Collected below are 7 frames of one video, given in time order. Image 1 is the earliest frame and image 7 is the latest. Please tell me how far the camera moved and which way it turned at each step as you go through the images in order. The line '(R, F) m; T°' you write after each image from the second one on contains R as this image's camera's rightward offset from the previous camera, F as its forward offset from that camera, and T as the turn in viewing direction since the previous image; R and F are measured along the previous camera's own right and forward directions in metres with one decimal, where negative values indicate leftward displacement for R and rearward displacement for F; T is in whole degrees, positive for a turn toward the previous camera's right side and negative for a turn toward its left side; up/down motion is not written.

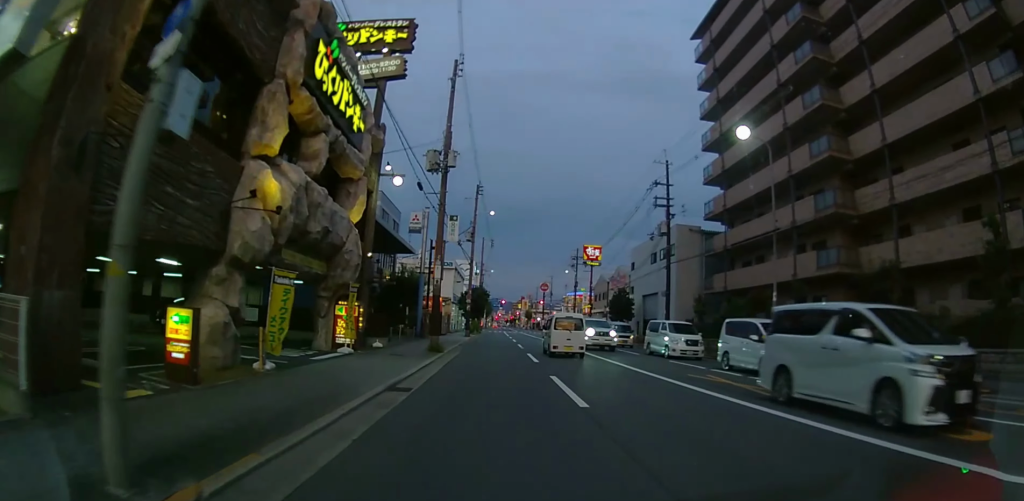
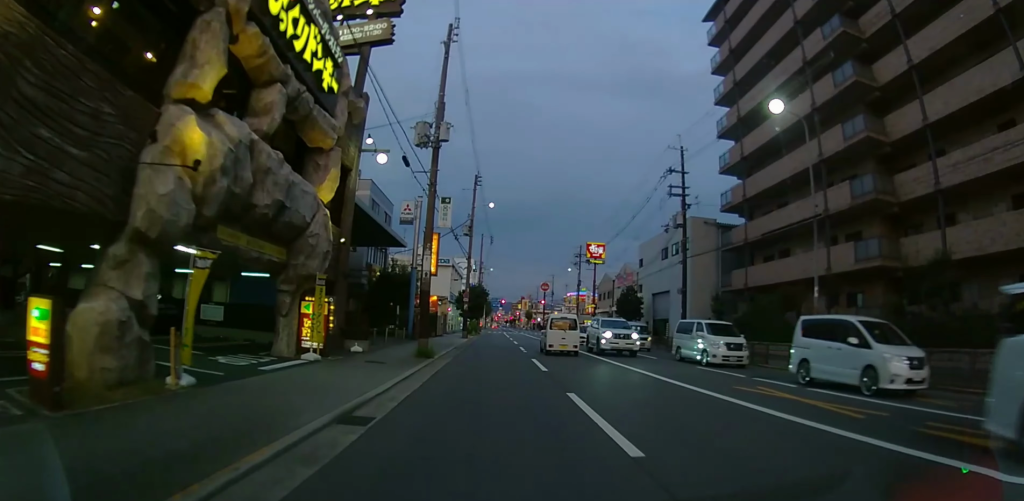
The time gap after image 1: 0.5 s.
(+0.1, +3.5) m; +1°
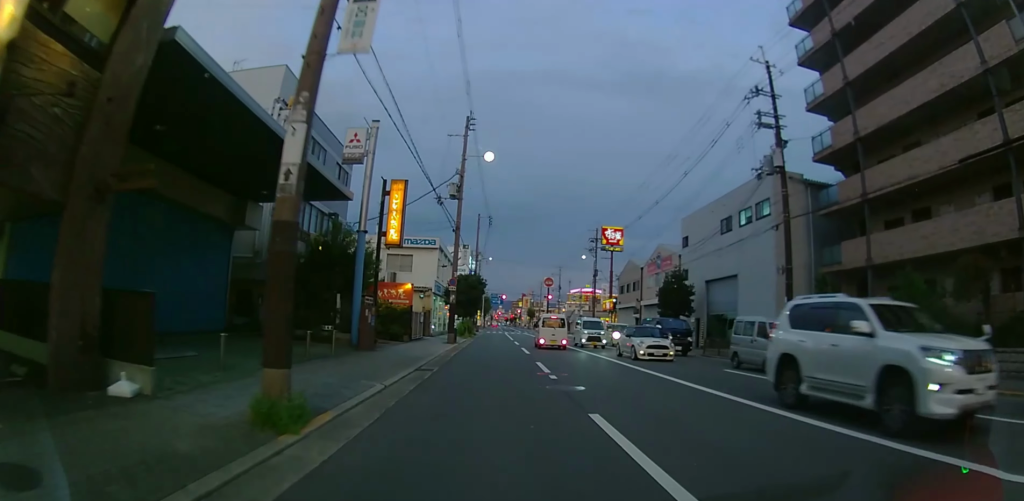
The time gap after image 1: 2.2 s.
(+0.3, +12.5) m; +1°
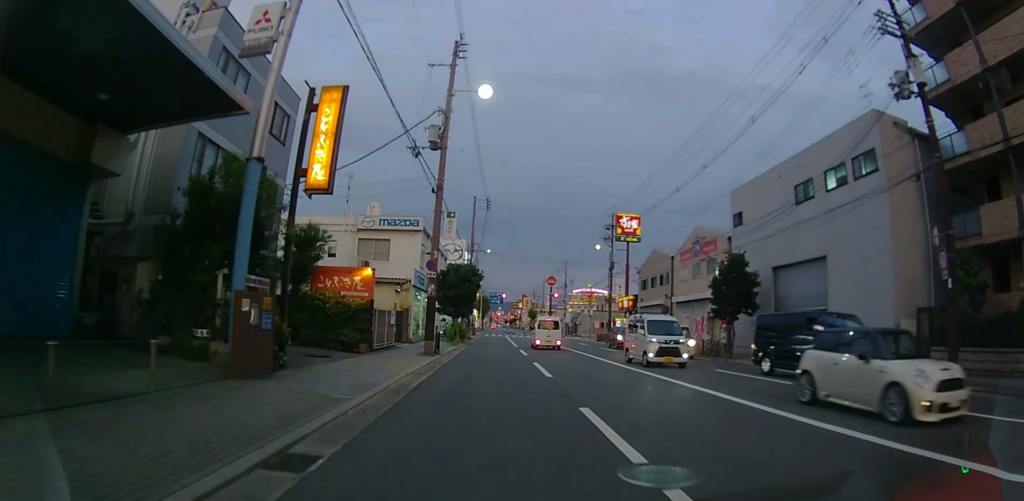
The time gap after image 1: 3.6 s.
(-0.3, +9.9) m; -3°
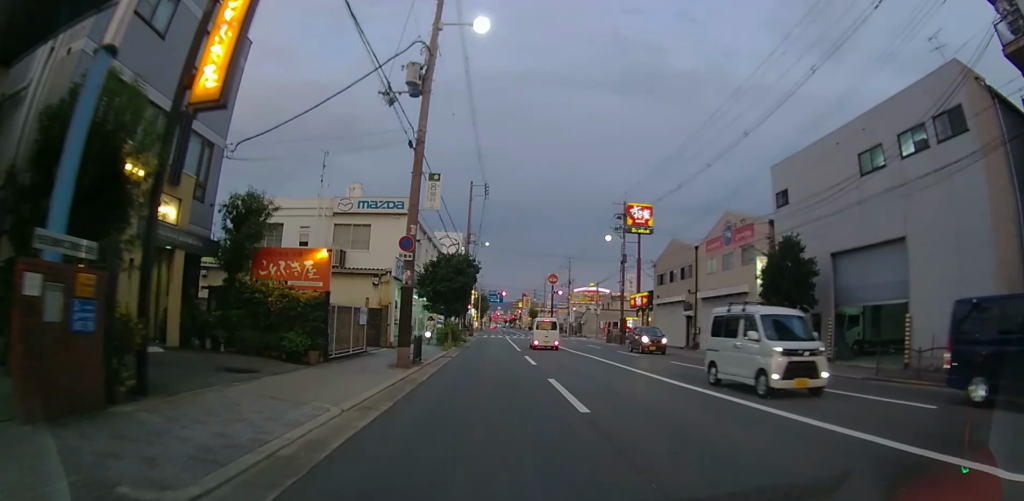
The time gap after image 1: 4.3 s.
(-0.1, +5.5) m; 0°
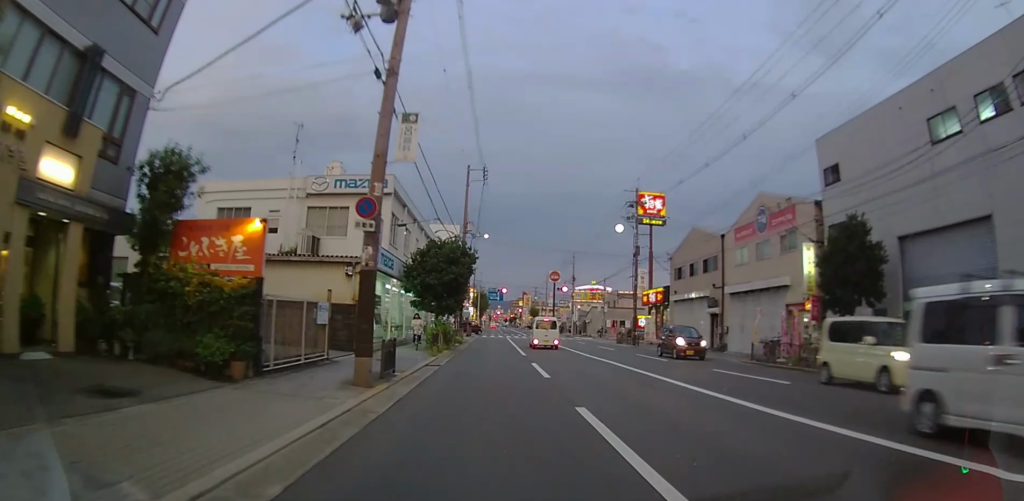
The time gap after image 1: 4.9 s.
(+0.1, +4.6) m; +1°
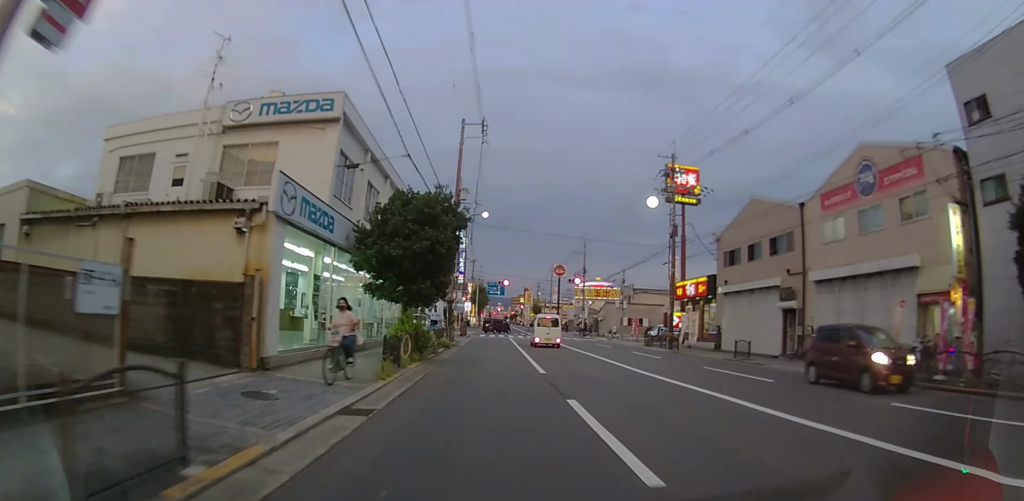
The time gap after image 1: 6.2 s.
(+0.1, +10.2) m; +1°
